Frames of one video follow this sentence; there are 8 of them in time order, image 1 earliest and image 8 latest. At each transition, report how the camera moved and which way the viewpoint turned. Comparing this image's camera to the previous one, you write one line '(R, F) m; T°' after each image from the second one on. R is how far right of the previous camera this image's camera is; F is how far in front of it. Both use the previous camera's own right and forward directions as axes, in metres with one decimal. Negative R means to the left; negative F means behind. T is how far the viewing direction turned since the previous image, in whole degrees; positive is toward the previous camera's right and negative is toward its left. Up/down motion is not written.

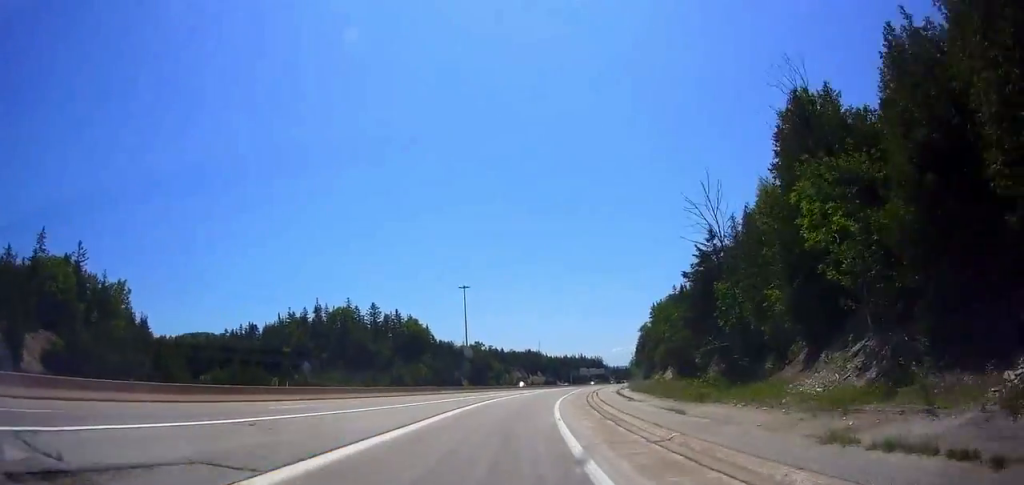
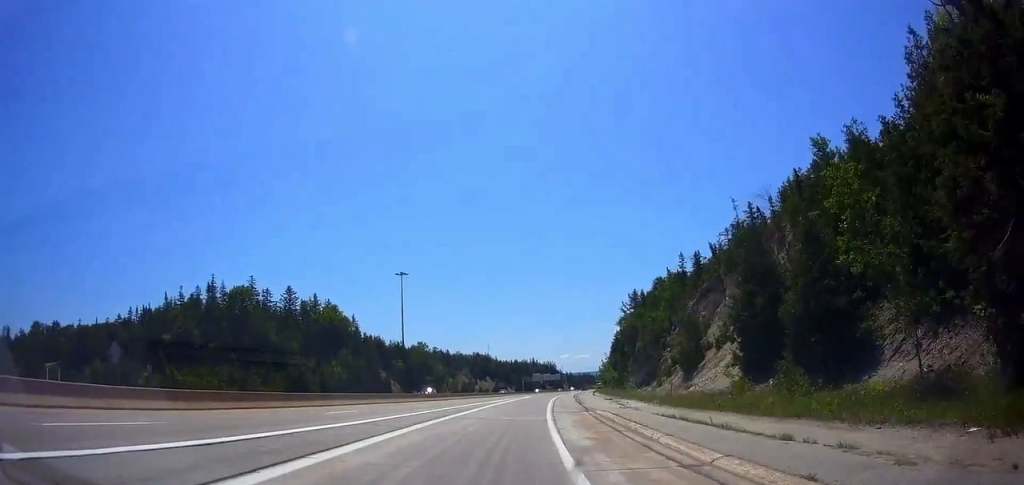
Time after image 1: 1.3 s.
(+1.2, +27.3) m; +4°
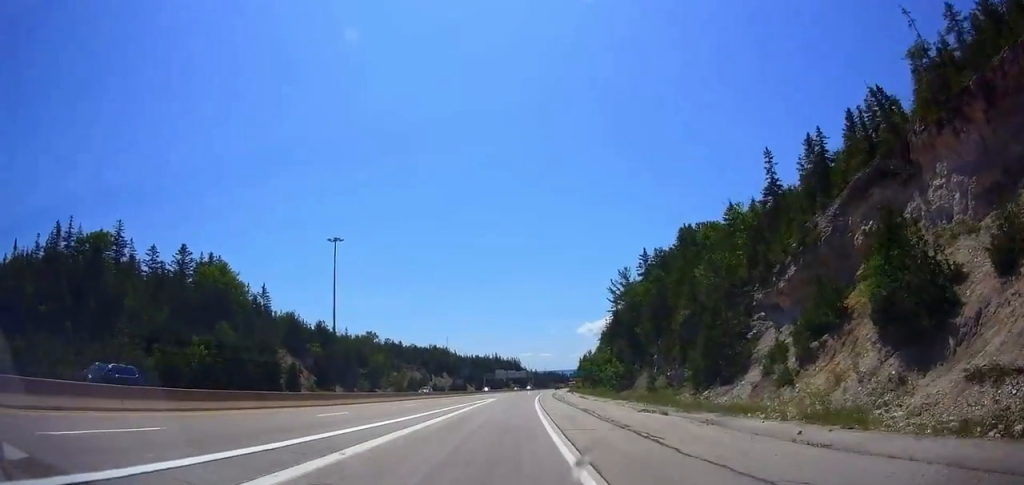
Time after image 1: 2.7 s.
(+1.4, +30.6) m; +6°
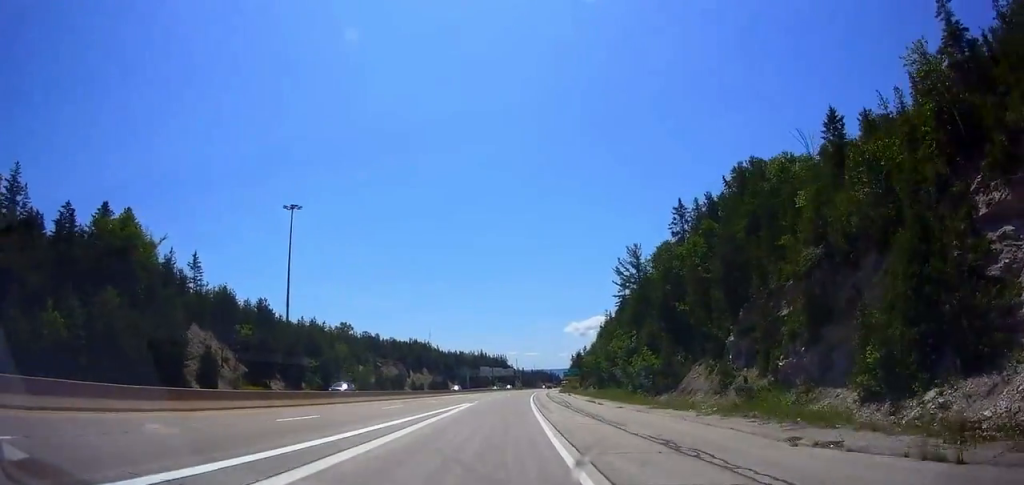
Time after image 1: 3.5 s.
(+0.7, +19.5) m; +3°
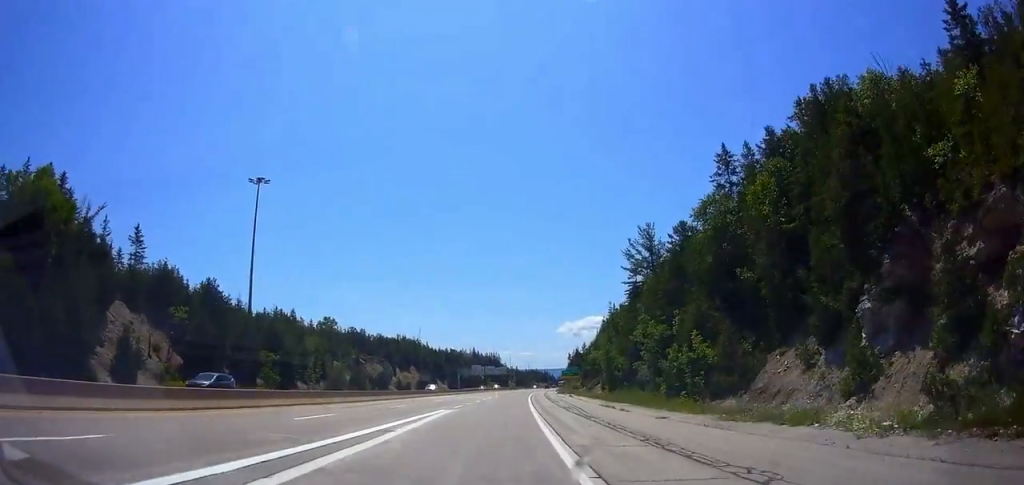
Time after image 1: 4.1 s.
(0.0, +12.8) m; +1°
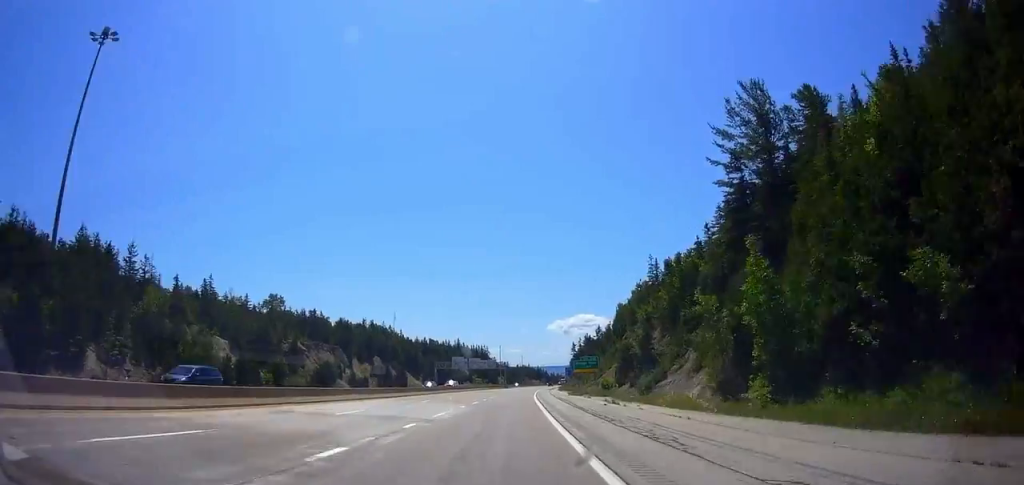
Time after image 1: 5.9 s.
(+0.8, +42.2) m; +2°
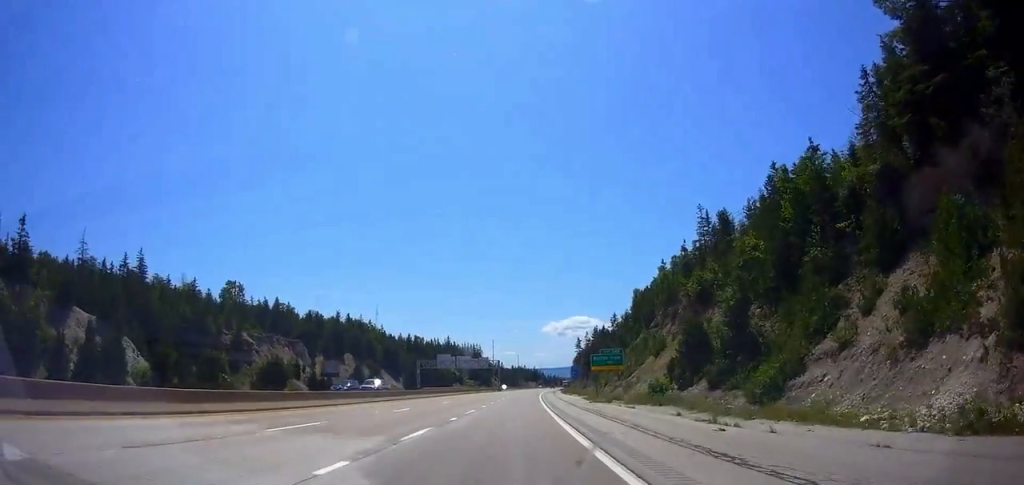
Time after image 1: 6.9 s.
(+0.3, +24.2) m; 0°
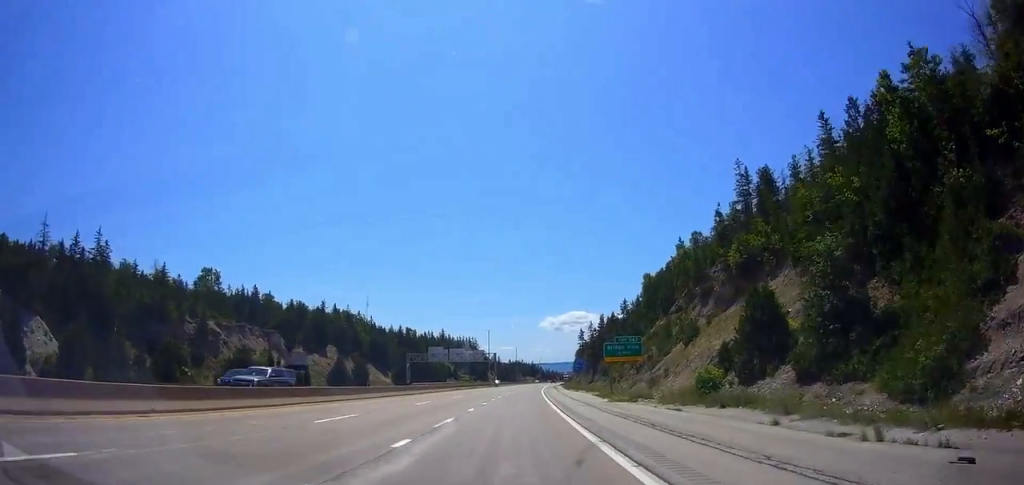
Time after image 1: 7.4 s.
(+0.1, +11.5) m; 0°
